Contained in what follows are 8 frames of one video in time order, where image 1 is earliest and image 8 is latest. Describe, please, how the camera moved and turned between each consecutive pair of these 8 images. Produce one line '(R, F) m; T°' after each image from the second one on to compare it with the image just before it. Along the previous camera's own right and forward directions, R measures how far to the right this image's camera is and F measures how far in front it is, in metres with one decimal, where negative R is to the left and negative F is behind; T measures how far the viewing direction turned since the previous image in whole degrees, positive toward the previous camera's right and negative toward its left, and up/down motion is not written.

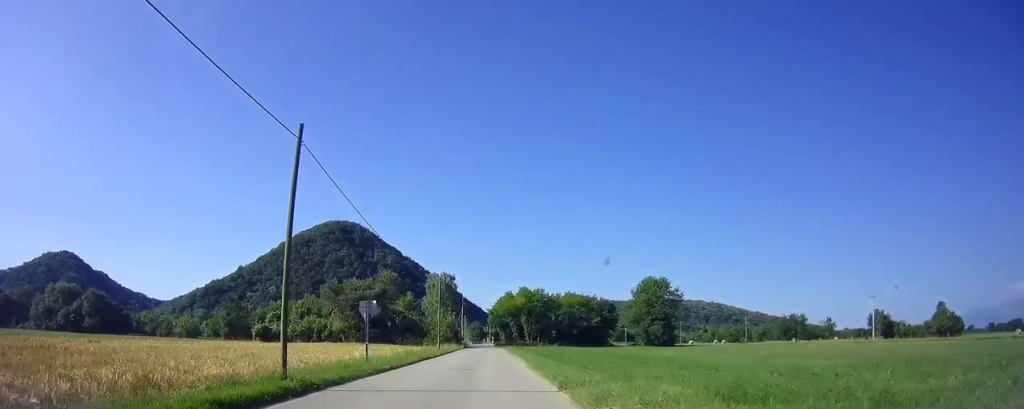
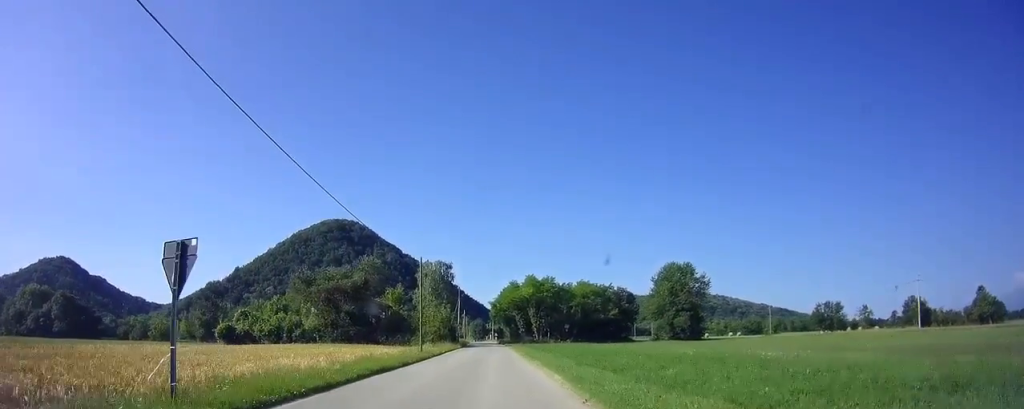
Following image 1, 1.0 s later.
(+0.1, +14.4) m; 0°
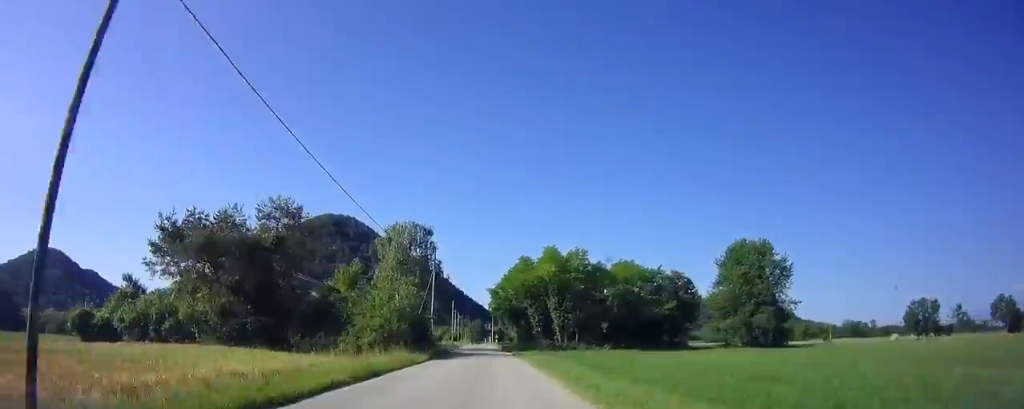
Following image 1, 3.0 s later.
(0.0, +31.5) m; 0°
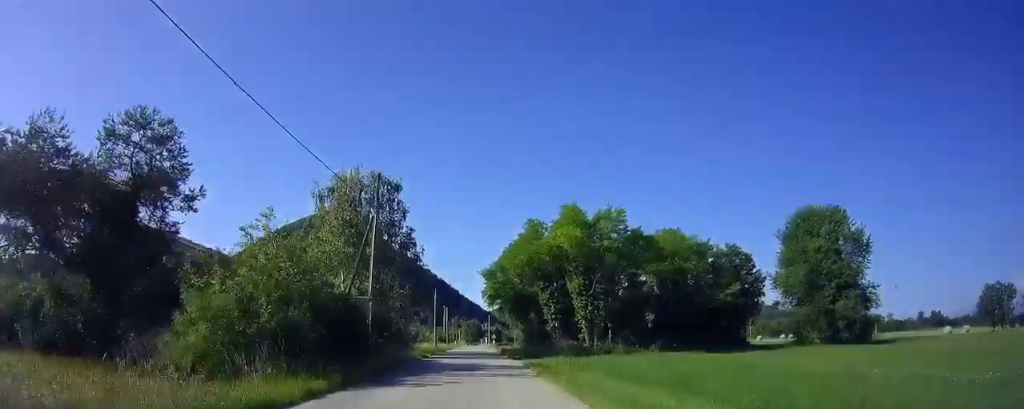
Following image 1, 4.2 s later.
(0.0, +18.4) m; 0°
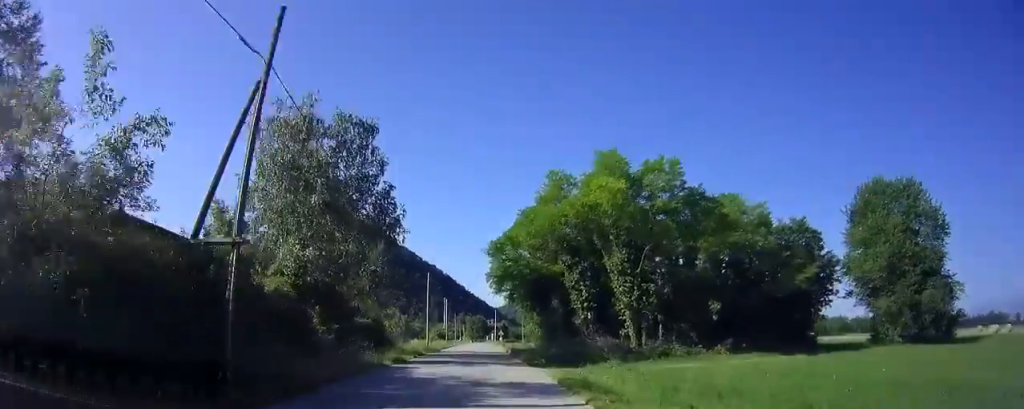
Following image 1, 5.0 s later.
(0.0, +11.2) m; -1°
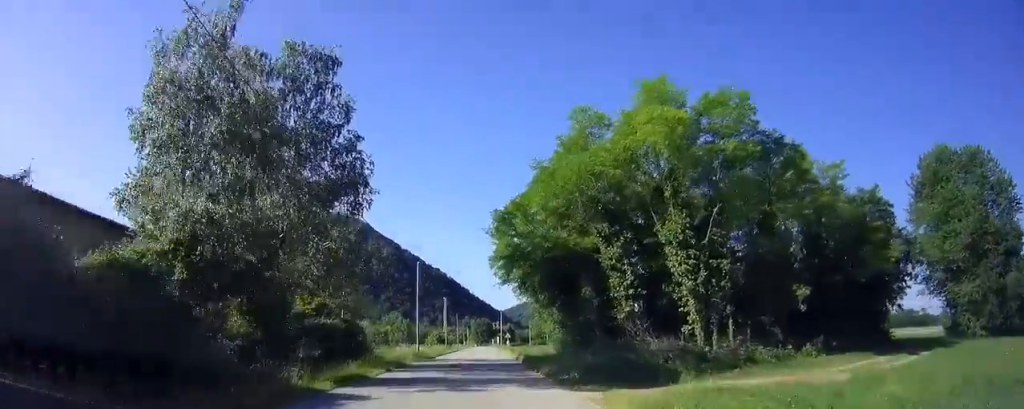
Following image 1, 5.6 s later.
(-0.1, +9.2) m; -1°
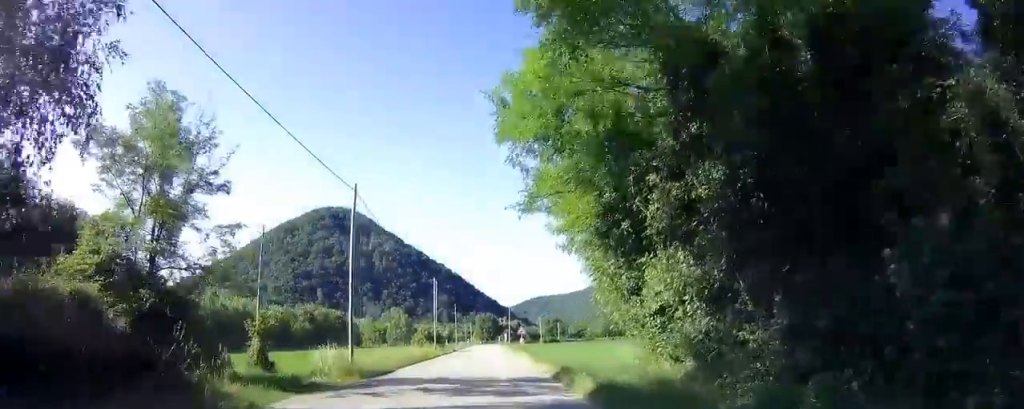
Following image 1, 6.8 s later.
(-0.1, +18.3) m; 0°
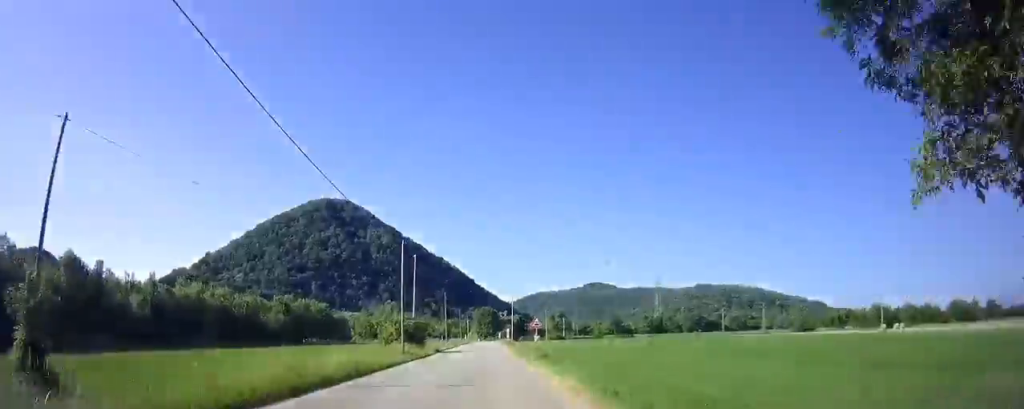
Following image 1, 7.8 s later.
(0.0, +16.1) m; 0°
